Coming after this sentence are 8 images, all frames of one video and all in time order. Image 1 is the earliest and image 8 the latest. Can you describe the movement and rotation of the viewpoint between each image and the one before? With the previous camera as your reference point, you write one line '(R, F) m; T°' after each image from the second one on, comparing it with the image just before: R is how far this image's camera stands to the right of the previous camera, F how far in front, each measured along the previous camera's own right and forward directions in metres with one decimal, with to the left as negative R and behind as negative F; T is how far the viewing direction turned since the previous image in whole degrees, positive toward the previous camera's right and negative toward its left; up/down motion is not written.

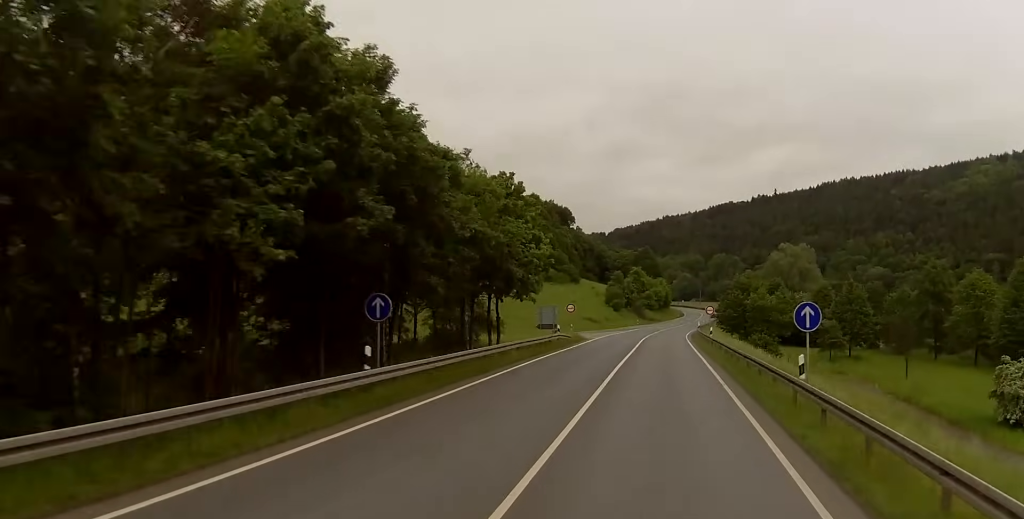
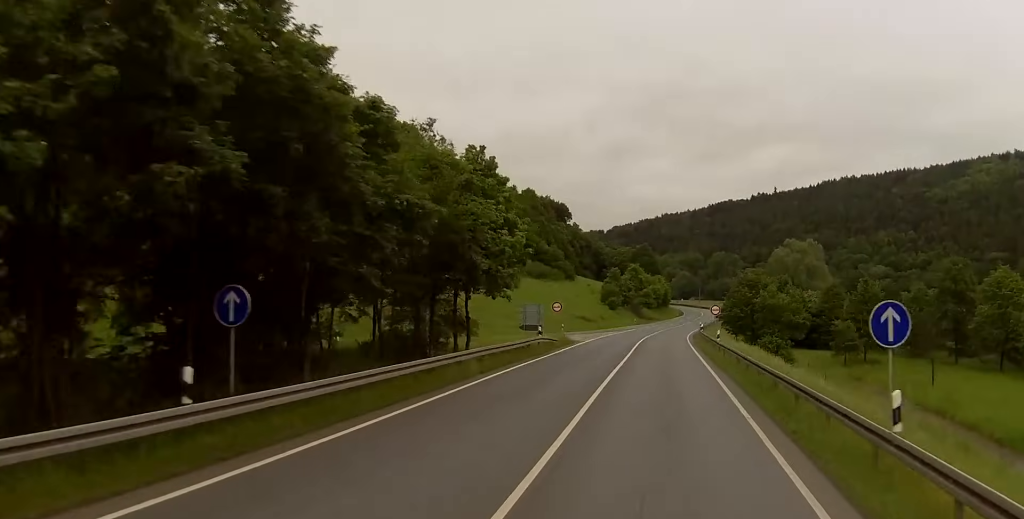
(+0.2, +8.5) m; 0°
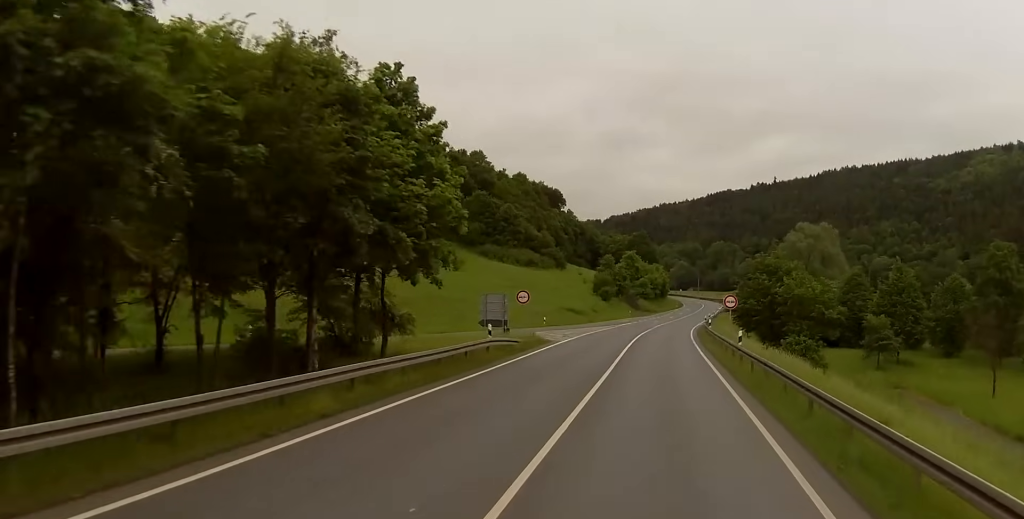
(+0.1, +14.4) m; 0°
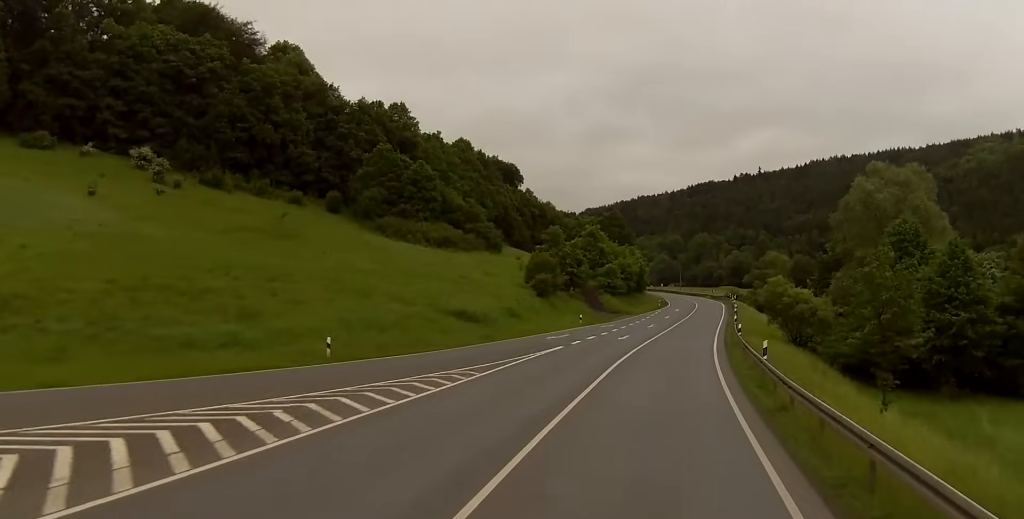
(-0.3, +54.7) m; 0°
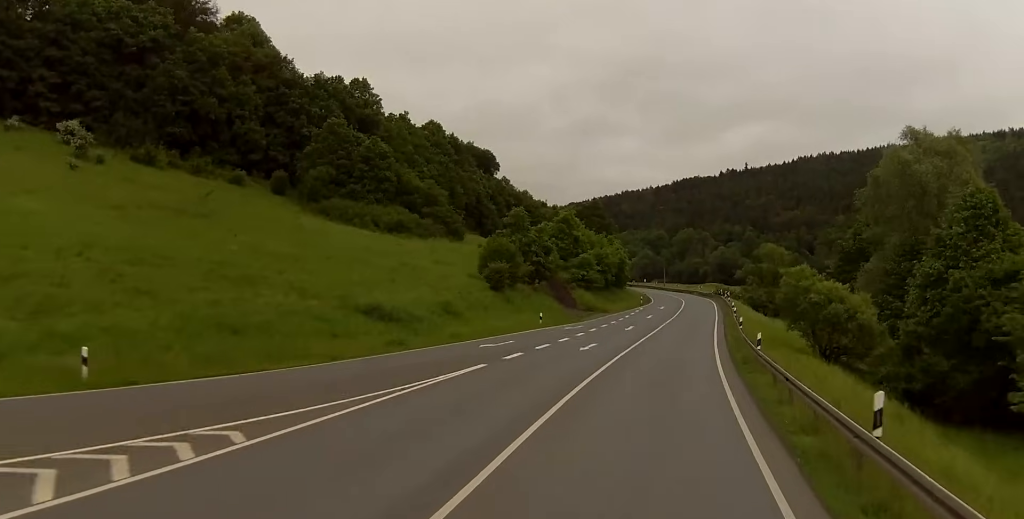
(+0.4, +15.1) m; +1°
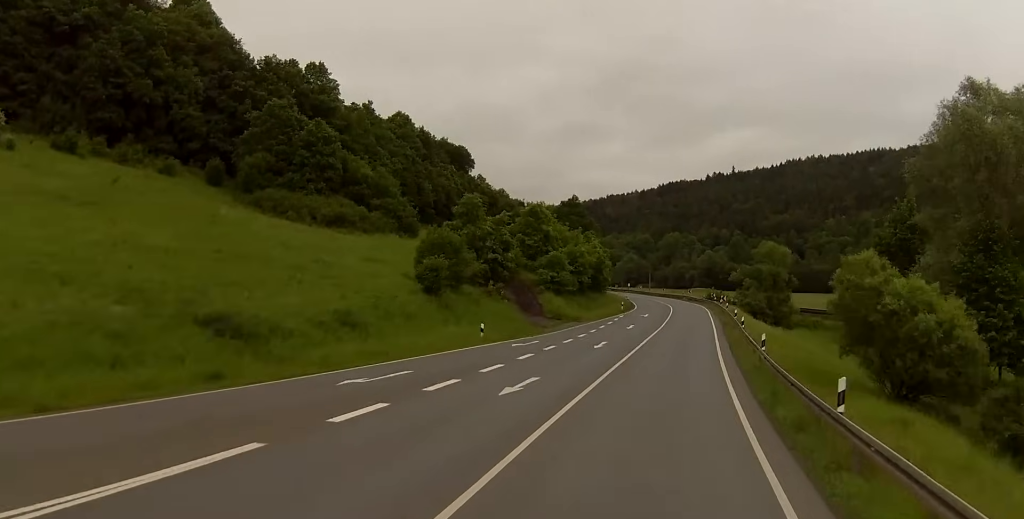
(0.0, +15.2) m; +1°
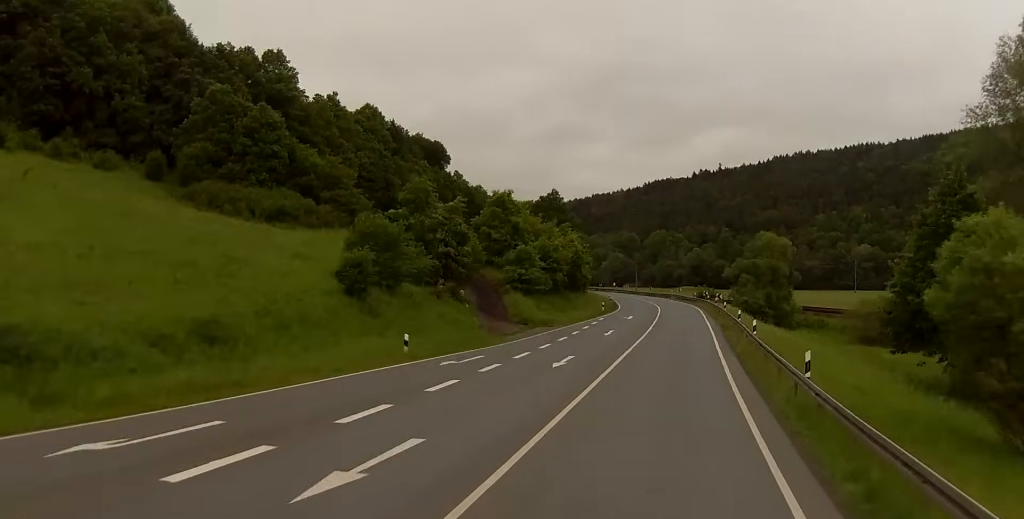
(0.0, +11.3) m; +1°
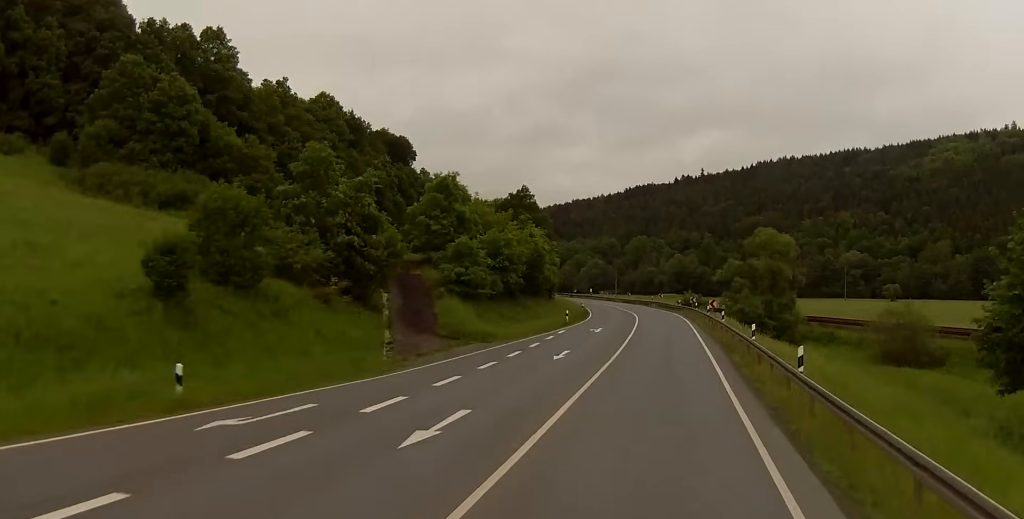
(+0.4, +15.3) m; +1°
